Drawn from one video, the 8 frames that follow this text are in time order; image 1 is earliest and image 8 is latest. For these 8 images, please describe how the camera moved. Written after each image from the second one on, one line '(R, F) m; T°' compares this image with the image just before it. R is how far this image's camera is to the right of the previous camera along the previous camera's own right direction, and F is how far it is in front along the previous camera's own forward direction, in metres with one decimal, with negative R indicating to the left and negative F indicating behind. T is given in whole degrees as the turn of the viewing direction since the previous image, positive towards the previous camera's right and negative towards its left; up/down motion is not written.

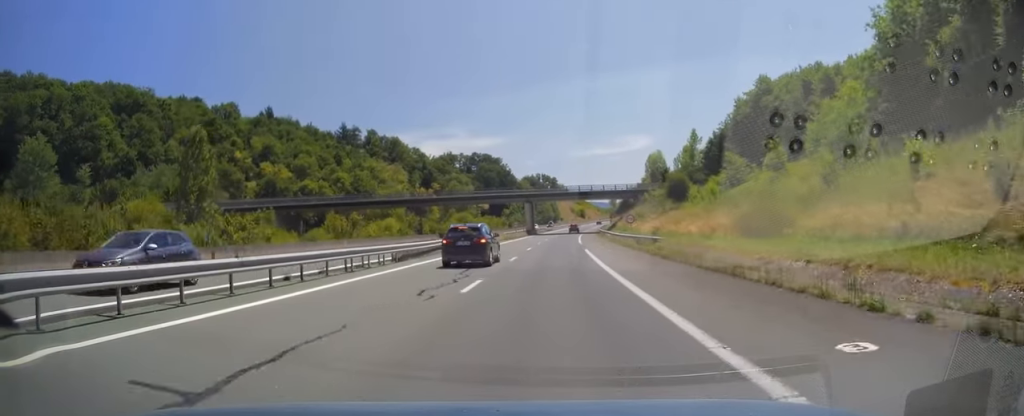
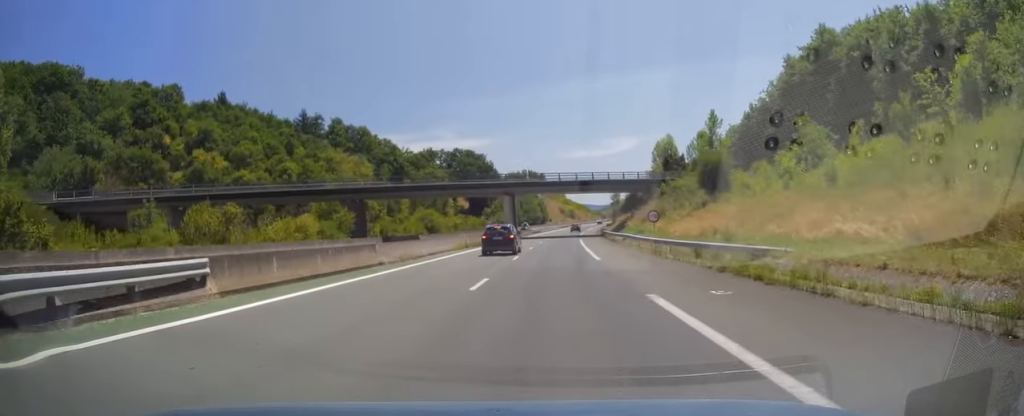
(+0.1, +25.6) m; +1°
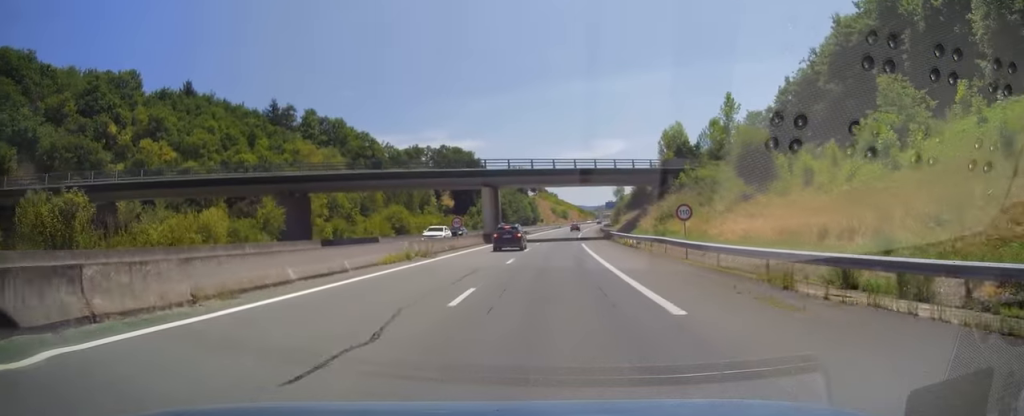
(+0.1, +15.7) m; +1°
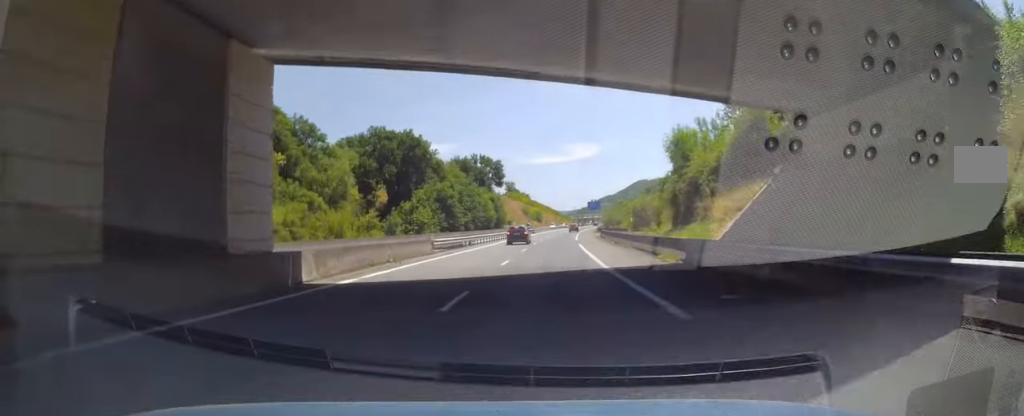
(+1.3, +52.5) m; +2°
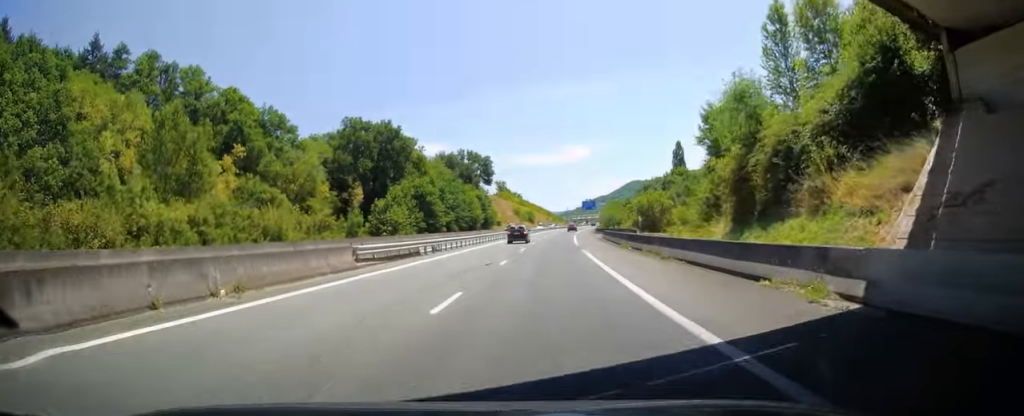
(-0.1, +13.2) m; +1°
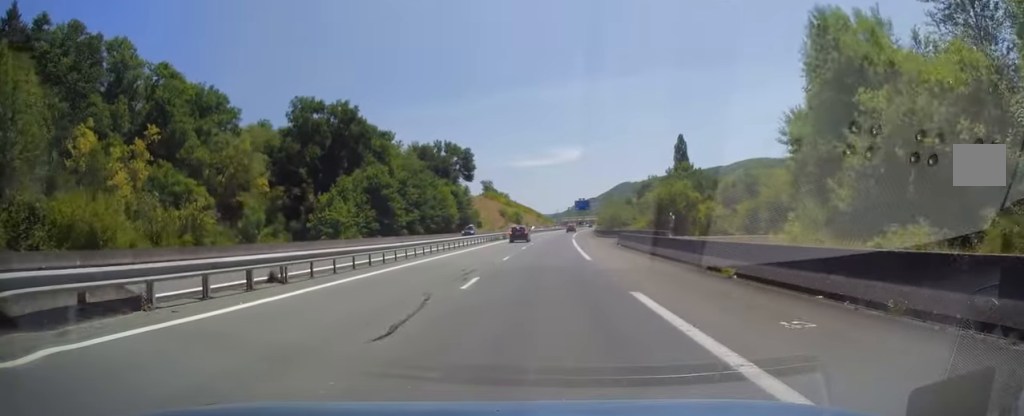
(+0.3, +22.0) m; +1°
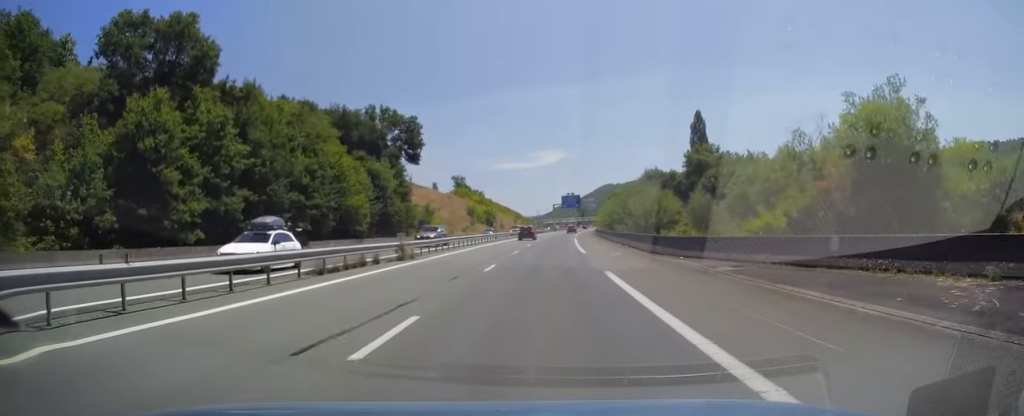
(+1.0, +46.8) m; +2°
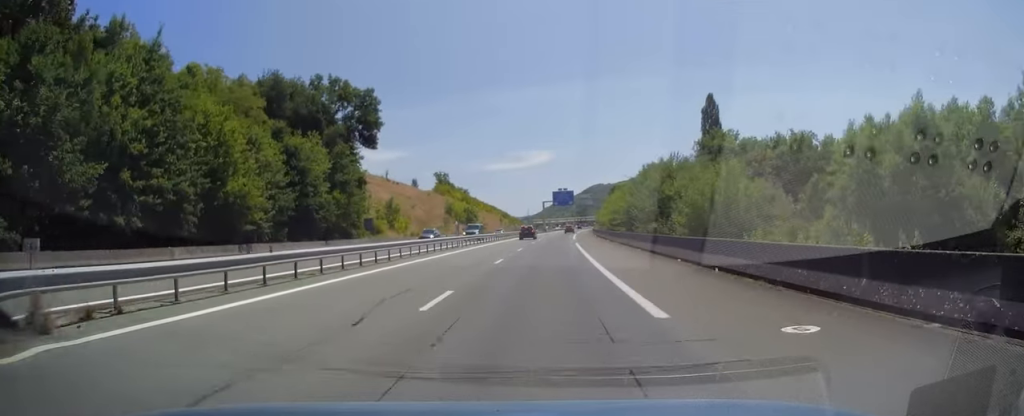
(-0.1, +22.2) m; +1°
